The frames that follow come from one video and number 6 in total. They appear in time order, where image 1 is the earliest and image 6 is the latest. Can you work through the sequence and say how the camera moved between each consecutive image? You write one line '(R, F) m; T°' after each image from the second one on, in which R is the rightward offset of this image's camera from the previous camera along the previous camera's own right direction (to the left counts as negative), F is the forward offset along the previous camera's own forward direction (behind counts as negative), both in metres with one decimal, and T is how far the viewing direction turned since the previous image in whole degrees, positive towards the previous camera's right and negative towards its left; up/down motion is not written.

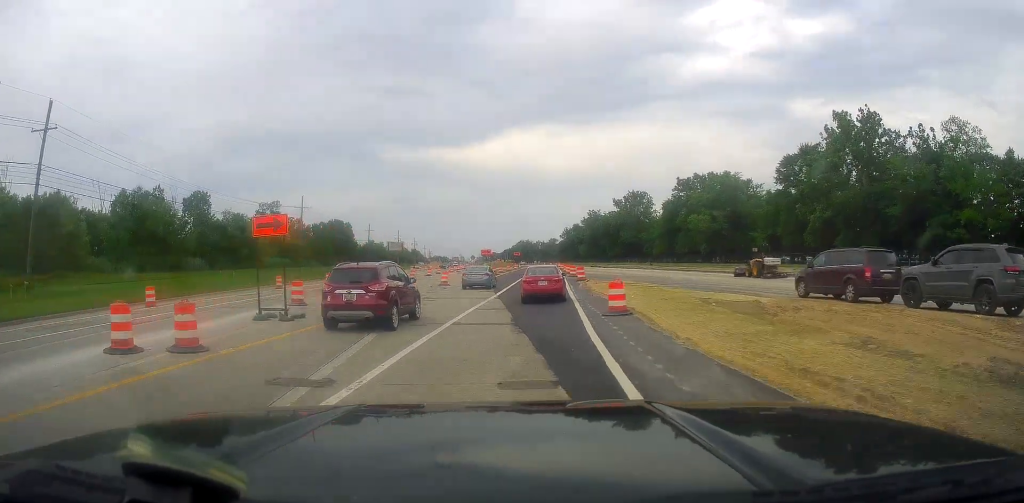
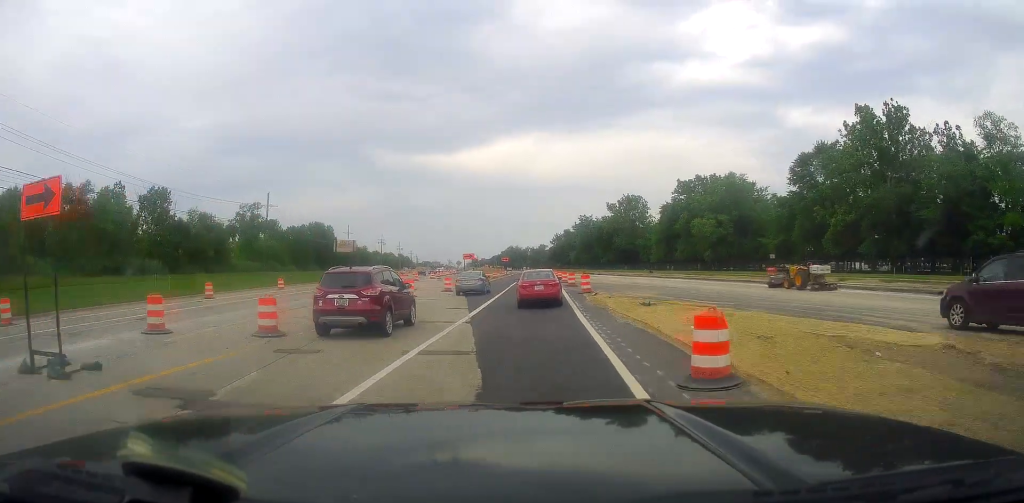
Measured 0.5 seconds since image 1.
(0.0, +9.5) m; +1°
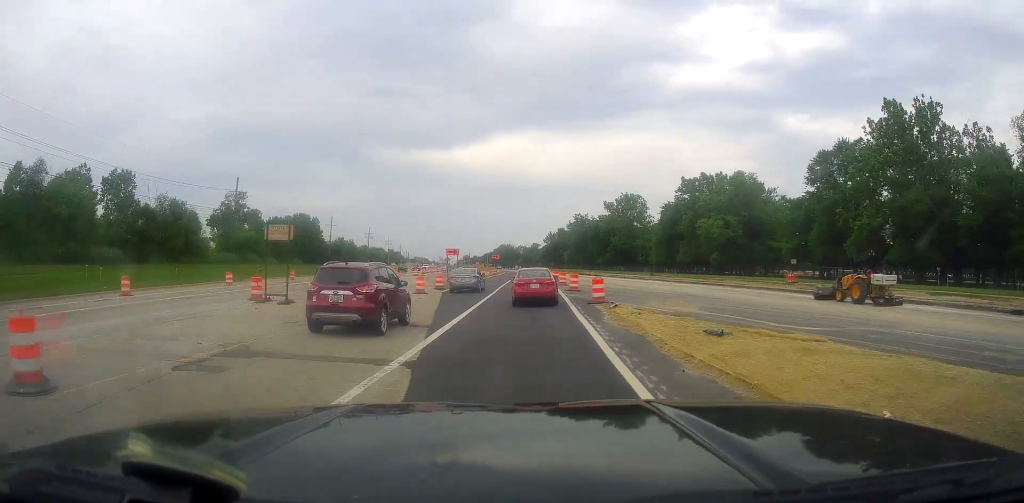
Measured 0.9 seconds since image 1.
(+0.1, +8.1) m; +2°
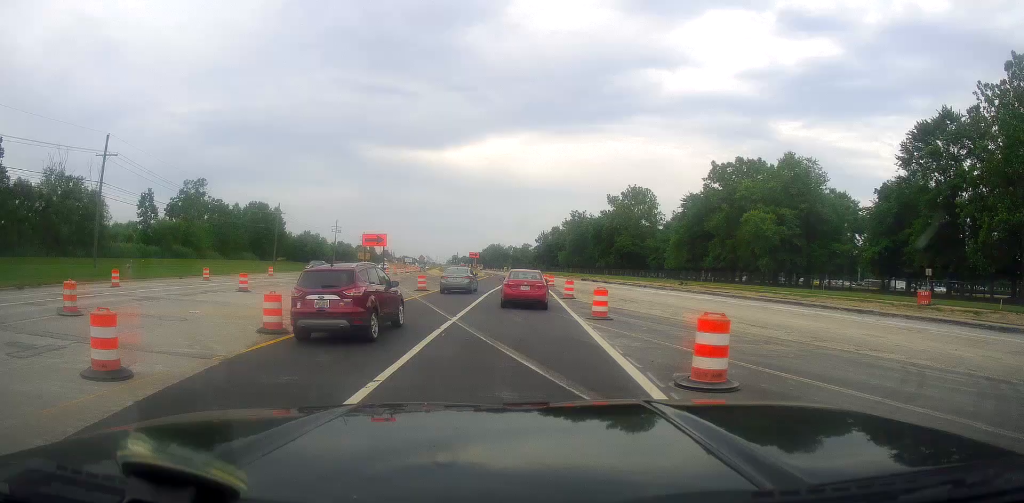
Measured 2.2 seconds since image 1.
(+1.5, +26.0) m; +2°
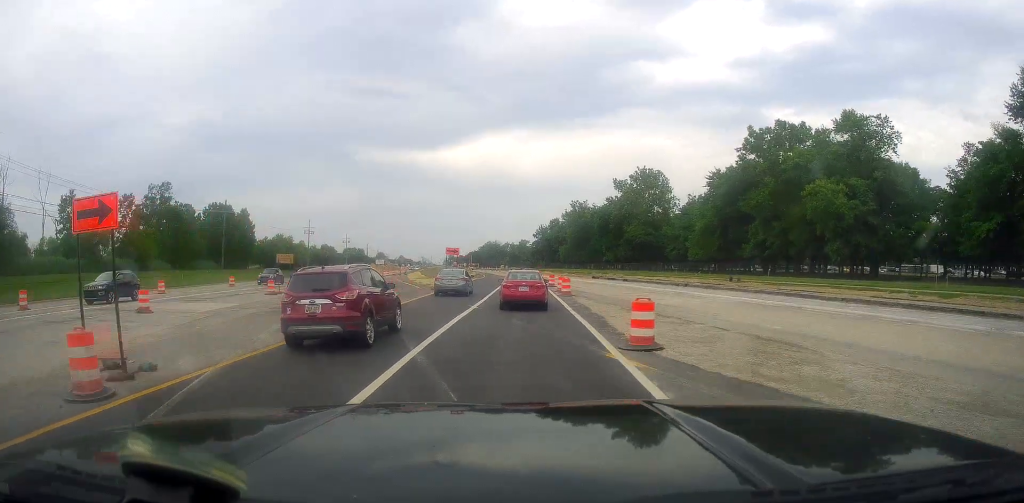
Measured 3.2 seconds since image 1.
(-0.9, +19.8) m; 0°
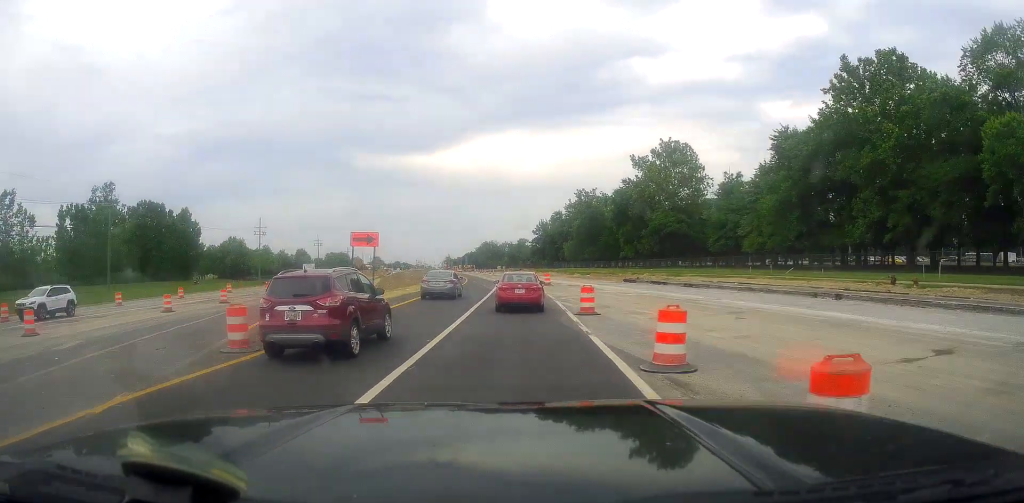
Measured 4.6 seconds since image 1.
(+1.2, +28.8) m; +2°
